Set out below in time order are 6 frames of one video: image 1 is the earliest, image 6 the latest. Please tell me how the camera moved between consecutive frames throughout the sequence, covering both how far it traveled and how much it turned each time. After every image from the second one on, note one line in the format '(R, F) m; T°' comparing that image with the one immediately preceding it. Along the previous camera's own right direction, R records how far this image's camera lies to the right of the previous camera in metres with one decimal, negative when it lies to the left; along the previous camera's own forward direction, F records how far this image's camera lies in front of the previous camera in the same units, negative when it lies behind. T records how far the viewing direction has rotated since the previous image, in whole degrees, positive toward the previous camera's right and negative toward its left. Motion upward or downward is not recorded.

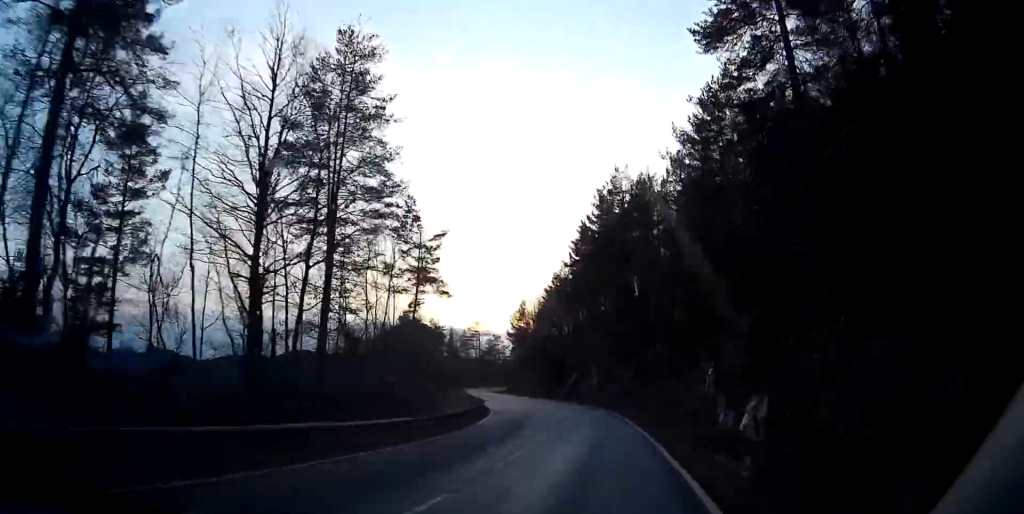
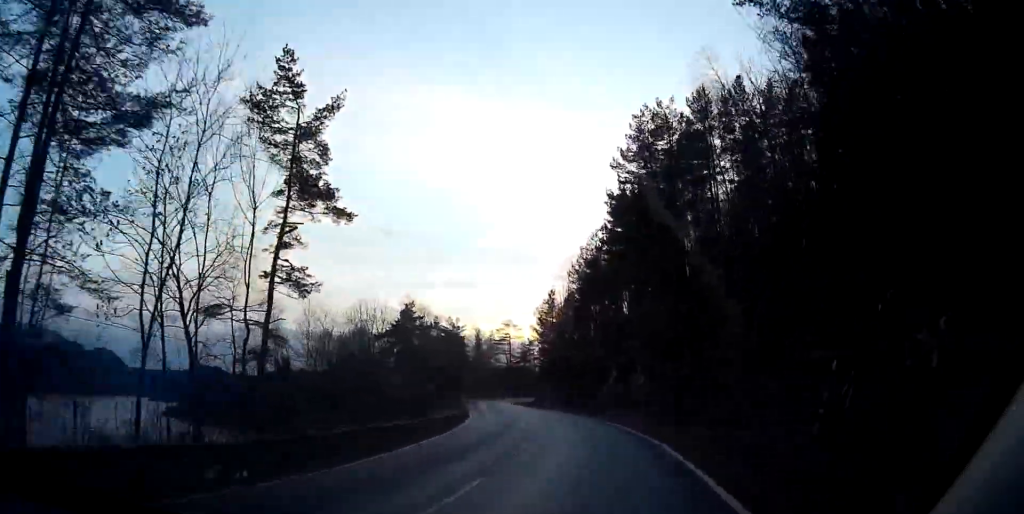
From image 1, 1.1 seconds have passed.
(-0.2, +22.1) m; -4°
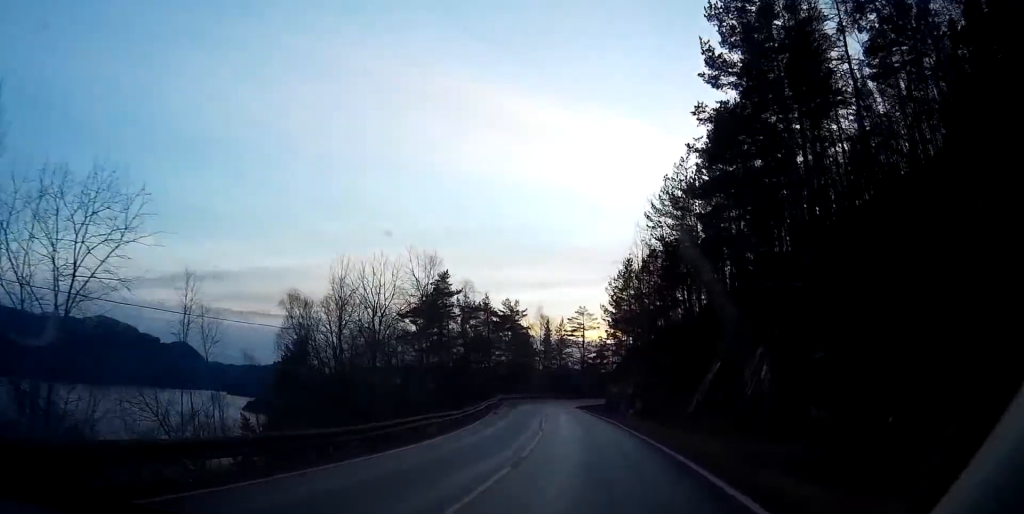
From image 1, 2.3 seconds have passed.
(-1.4, +22.2) m; -5°
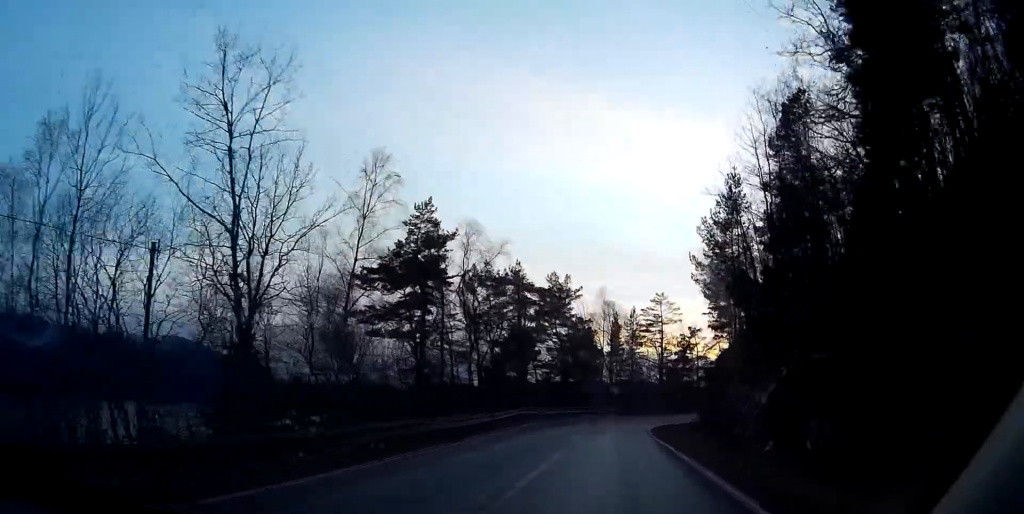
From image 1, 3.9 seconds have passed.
(-1.8, +30.3) m; -7°
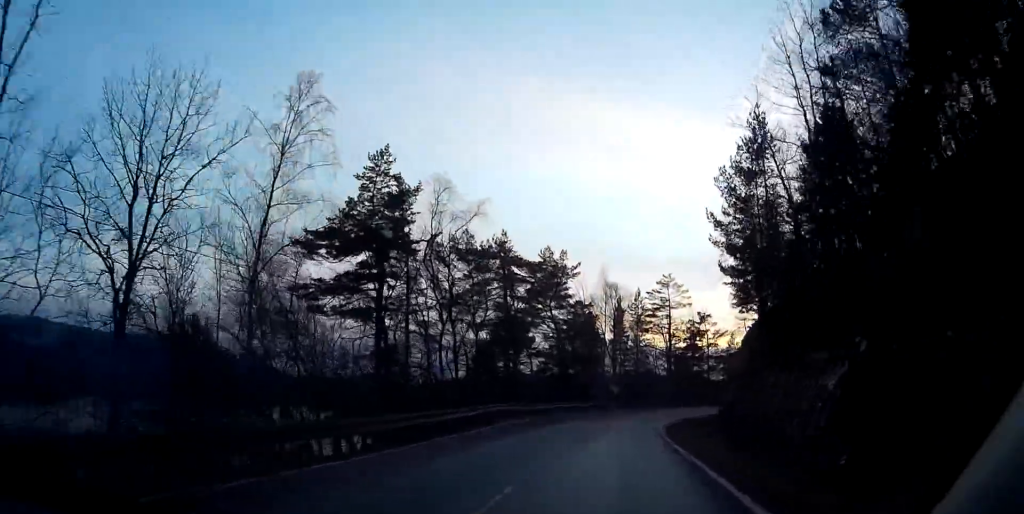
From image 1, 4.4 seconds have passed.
(-0.1, +8.4) m; 0°
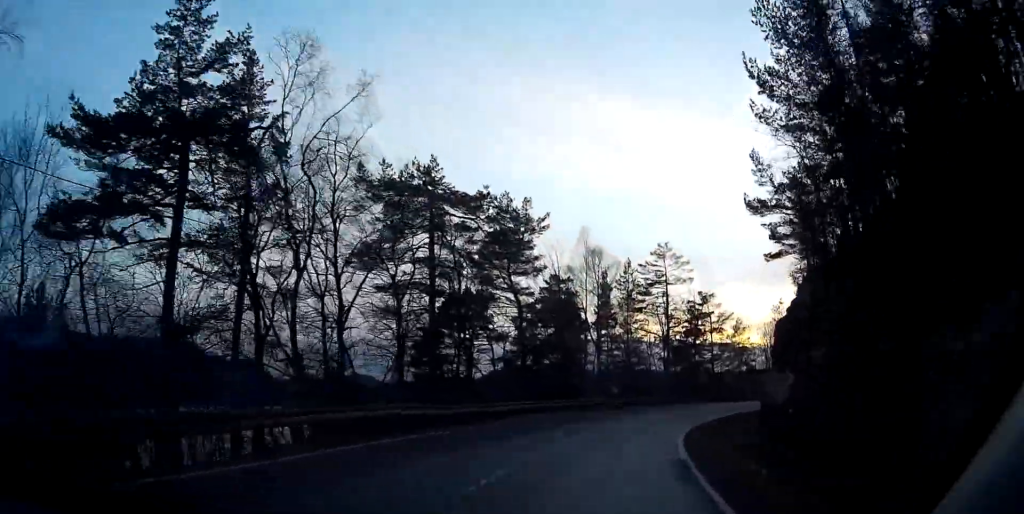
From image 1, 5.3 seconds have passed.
(+0.1, +16.6) m; +3°
